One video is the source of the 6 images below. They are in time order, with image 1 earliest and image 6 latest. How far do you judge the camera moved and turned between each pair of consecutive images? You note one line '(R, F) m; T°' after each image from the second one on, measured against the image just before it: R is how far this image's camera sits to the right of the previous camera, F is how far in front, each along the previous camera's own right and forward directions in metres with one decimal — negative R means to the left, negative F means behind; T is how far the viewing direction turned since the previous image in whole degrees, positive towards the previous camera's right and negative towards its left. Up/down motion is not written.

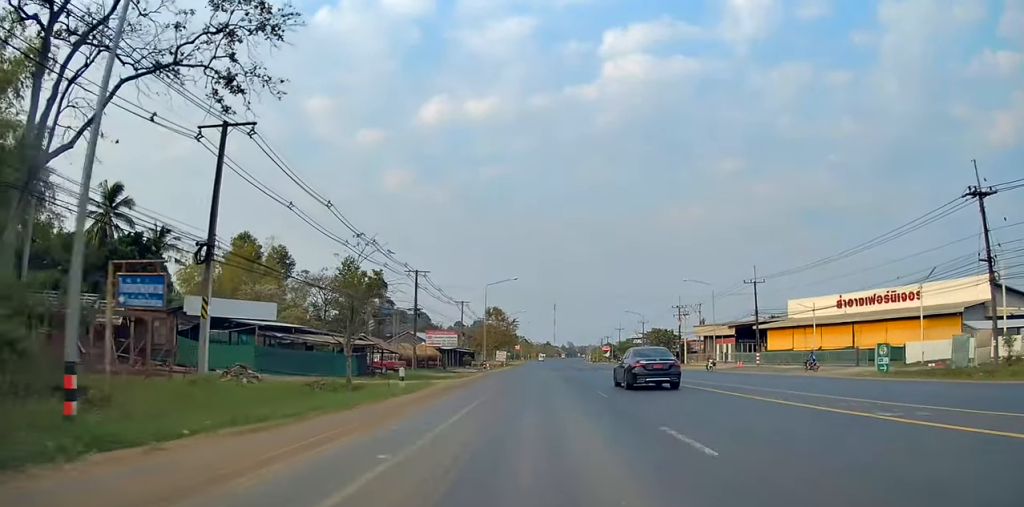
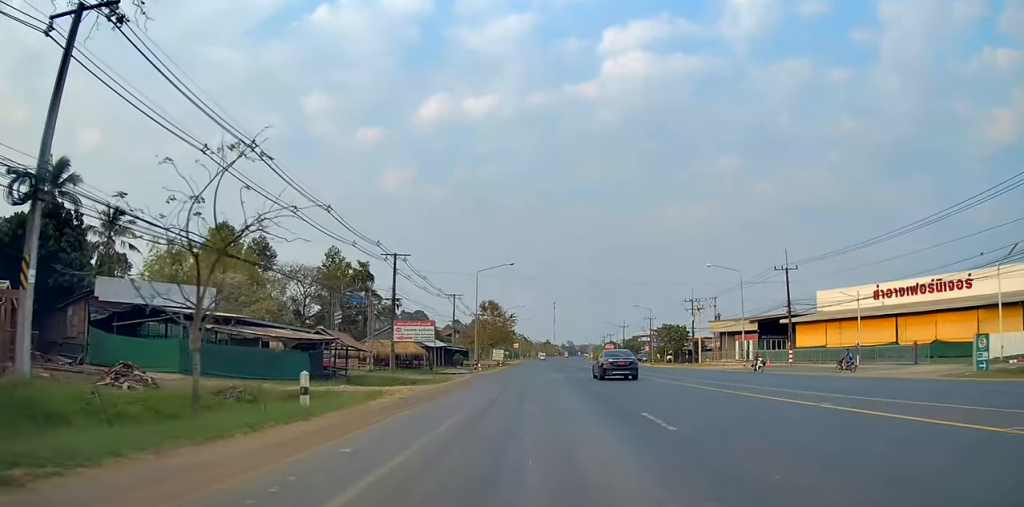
(-0.1, +9.9) m; -1°
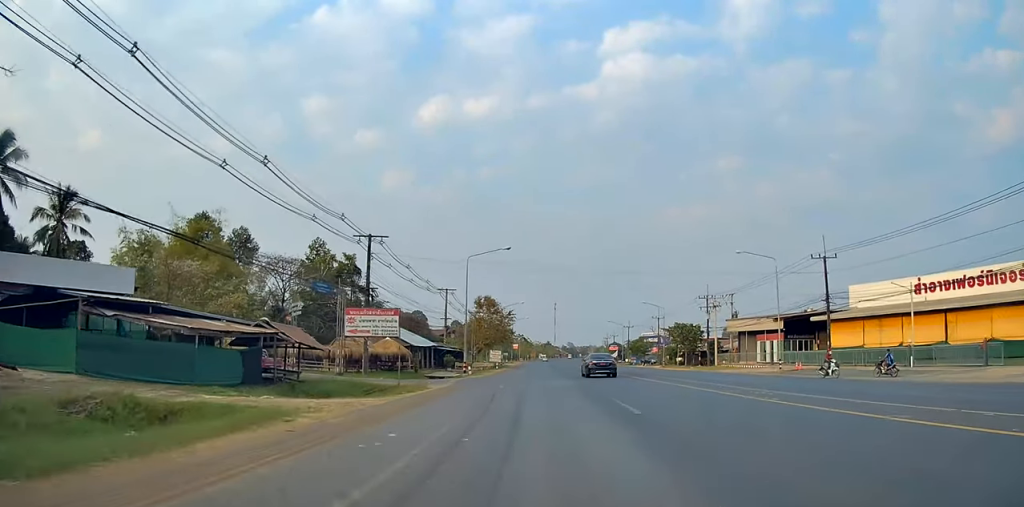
(-0.1, +8.8) m; 0°
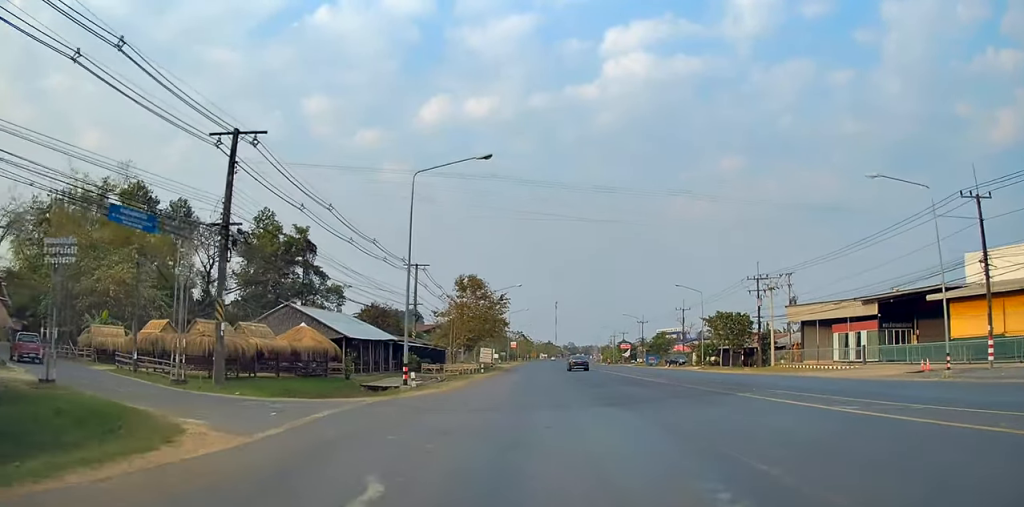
(+0.2, +22.0) m; +2°
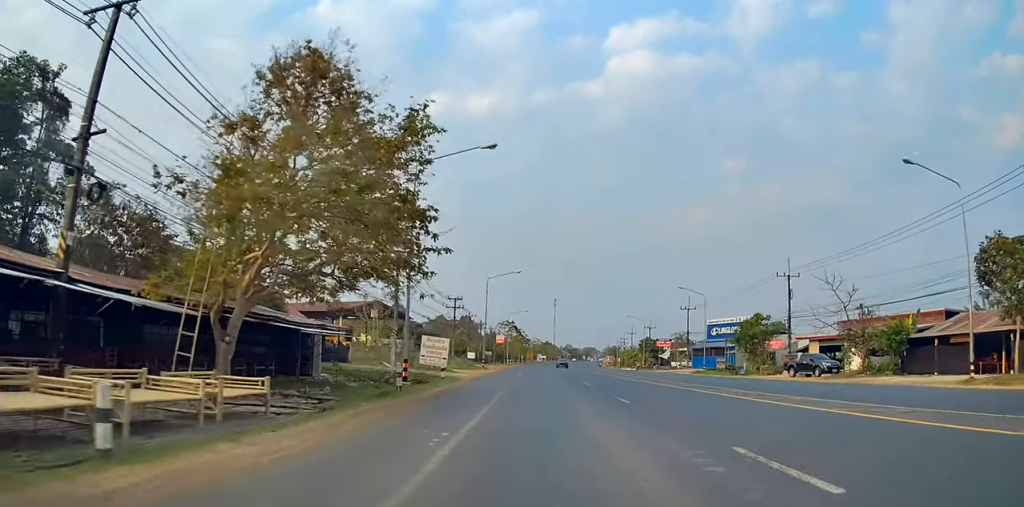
(+0.4, +47.6) m; +1°
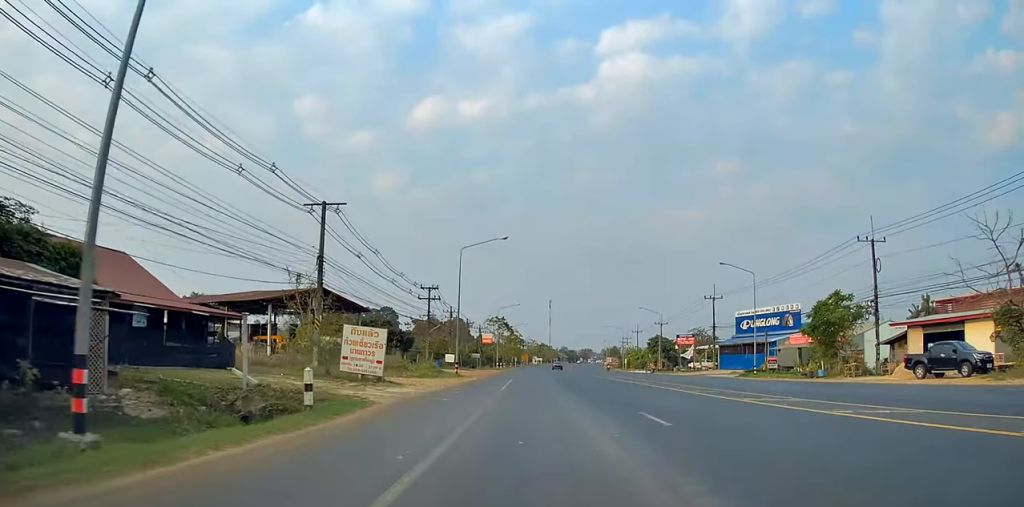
(+0.1, +18.0) m; +1°
